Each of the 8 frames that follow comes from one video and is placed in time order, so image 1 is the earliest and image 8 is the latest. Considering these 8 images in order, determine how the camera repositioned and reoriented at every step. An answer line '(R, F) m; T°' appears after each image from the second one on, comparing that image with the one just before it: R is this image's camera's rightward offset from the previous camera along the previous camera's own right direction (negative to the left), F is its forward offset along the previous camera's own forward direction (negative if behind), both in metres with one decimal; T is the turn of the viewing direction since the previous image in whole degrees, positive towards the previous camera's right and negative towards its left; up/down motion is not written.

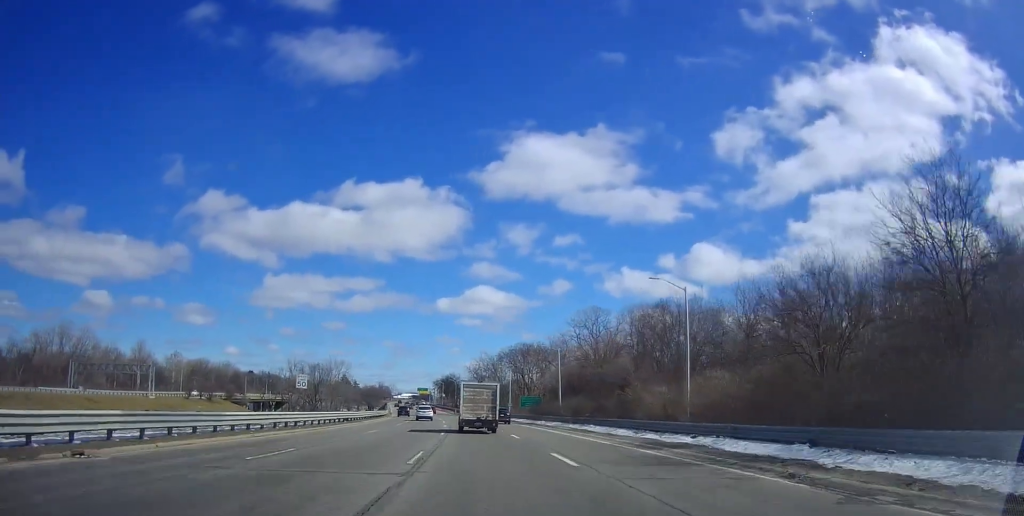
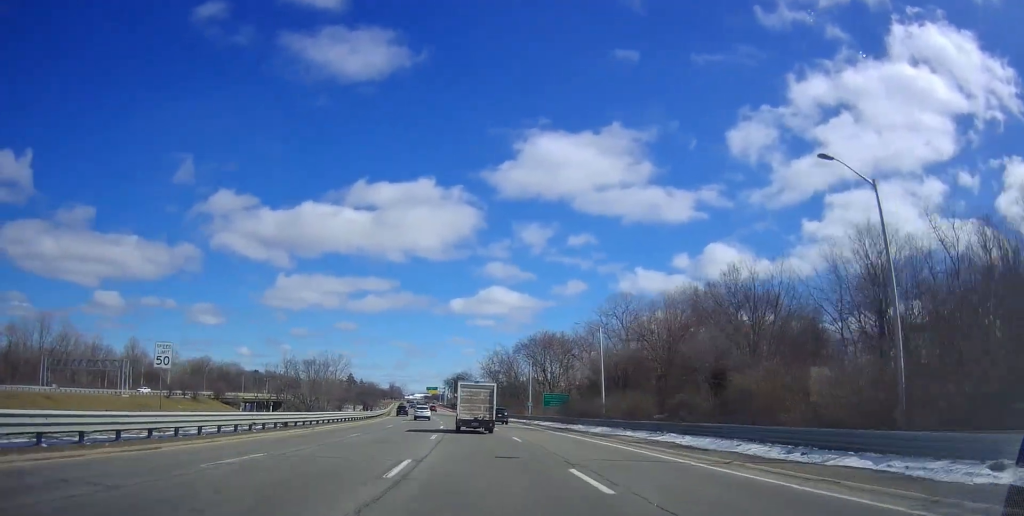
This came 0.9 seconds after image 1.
(+0.3, +19.7) m; -2°
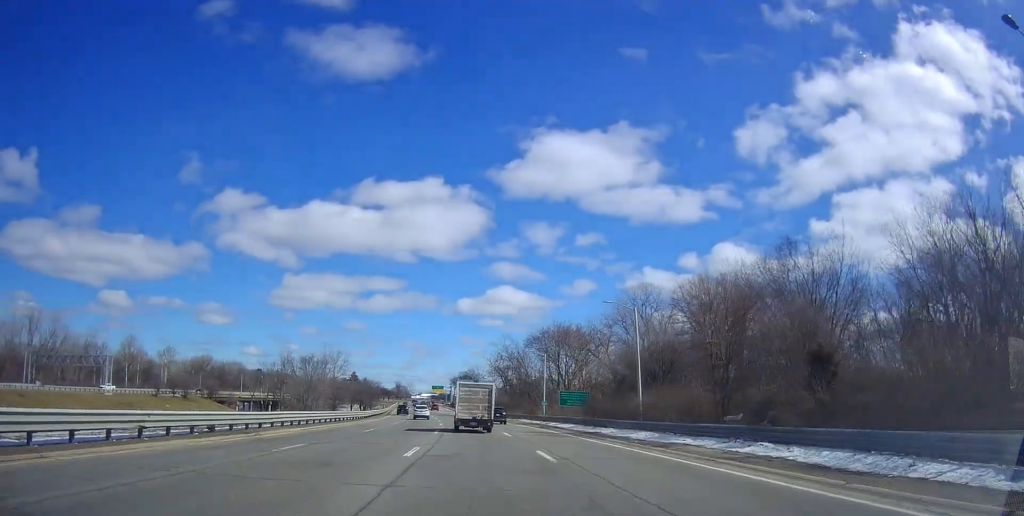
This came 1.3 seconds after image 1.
(-0.3, +10.4) m; -2°
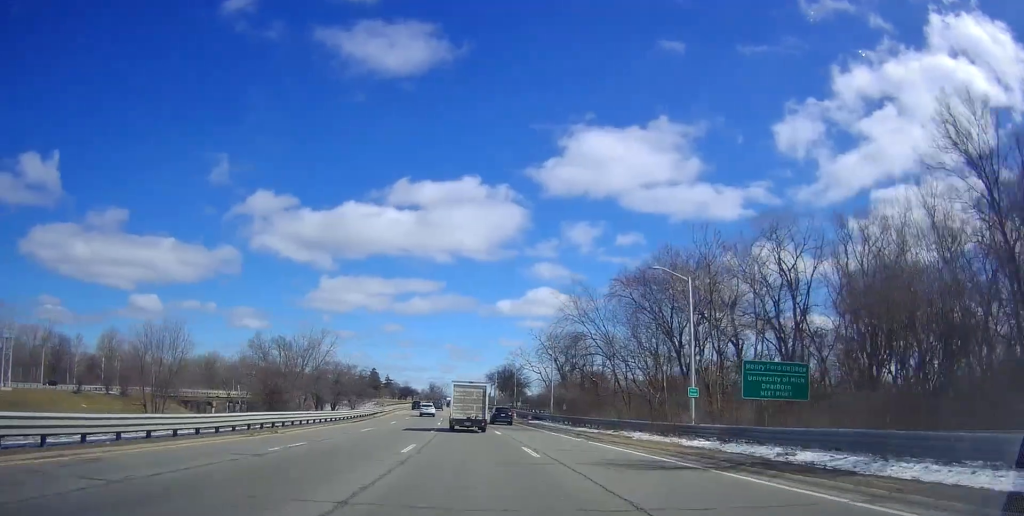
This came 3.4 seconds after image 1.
(-3.1, +45.7) m; -7°
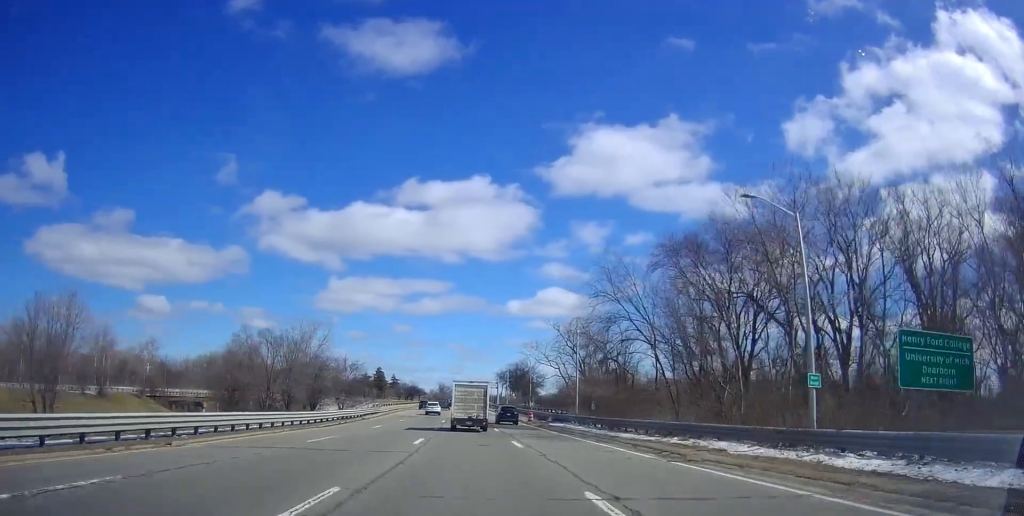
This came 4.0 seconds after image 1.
(-0.2, +11.5) m; -2°
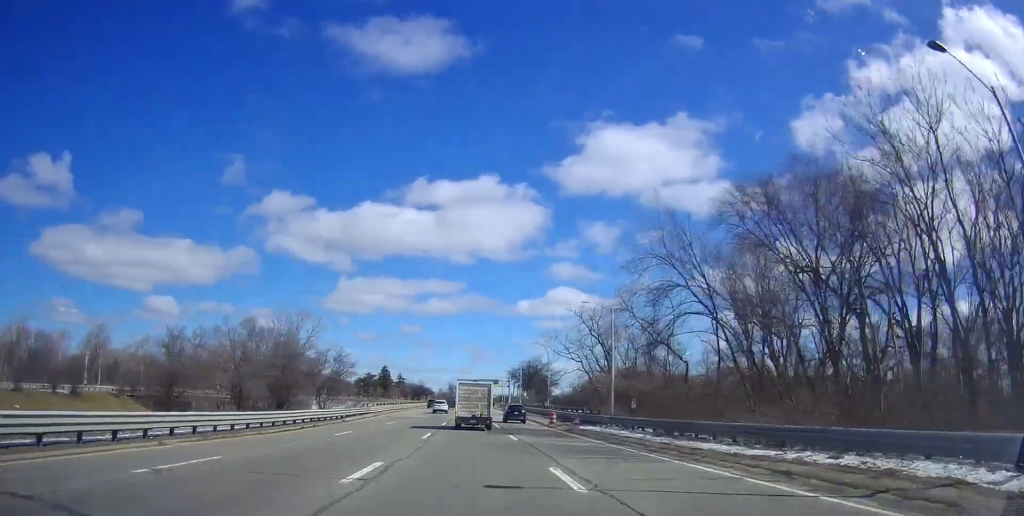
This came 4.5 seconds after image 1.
(-0.2, +11.2) m; +1°
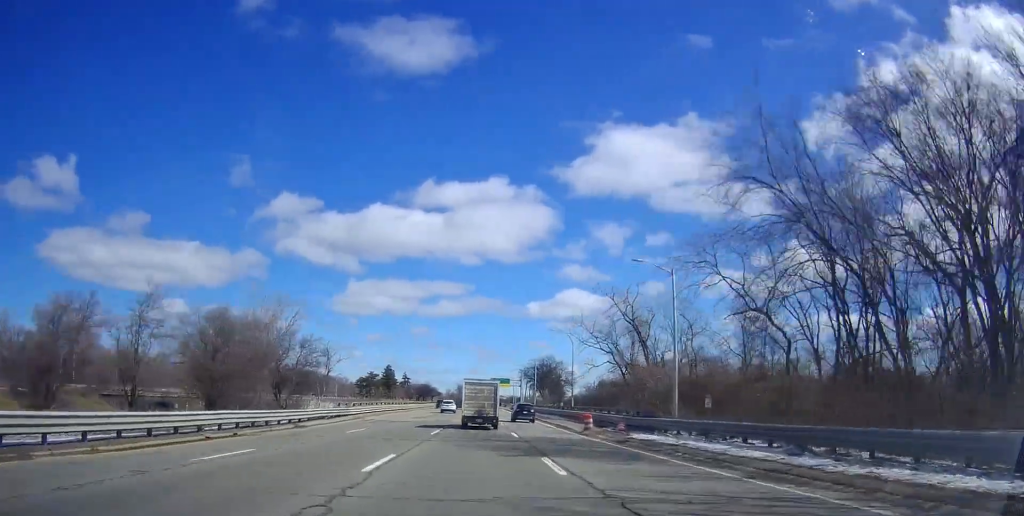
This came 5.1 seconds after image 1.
(-0.2, +12.5) m; +1°
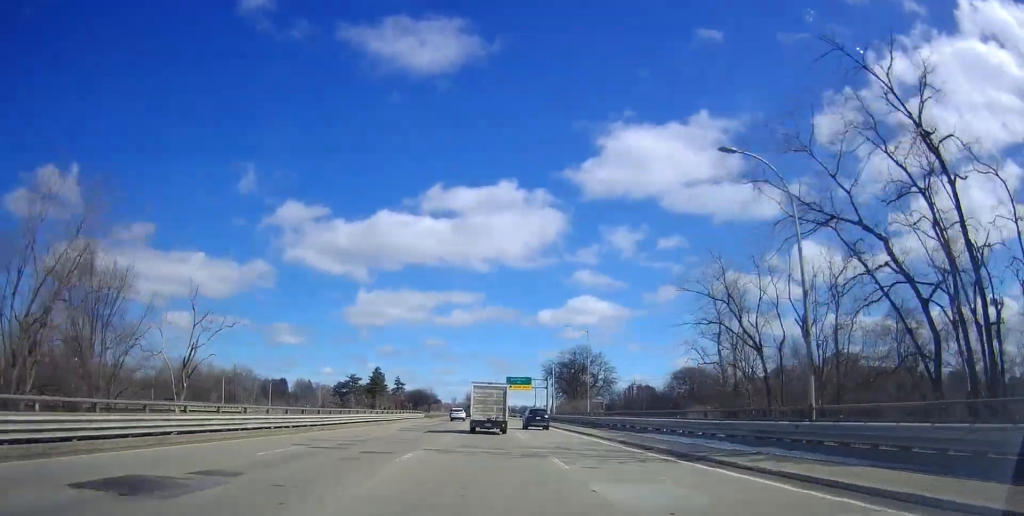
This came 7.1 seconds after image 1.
(+1.7, +43.8) m; 0°
